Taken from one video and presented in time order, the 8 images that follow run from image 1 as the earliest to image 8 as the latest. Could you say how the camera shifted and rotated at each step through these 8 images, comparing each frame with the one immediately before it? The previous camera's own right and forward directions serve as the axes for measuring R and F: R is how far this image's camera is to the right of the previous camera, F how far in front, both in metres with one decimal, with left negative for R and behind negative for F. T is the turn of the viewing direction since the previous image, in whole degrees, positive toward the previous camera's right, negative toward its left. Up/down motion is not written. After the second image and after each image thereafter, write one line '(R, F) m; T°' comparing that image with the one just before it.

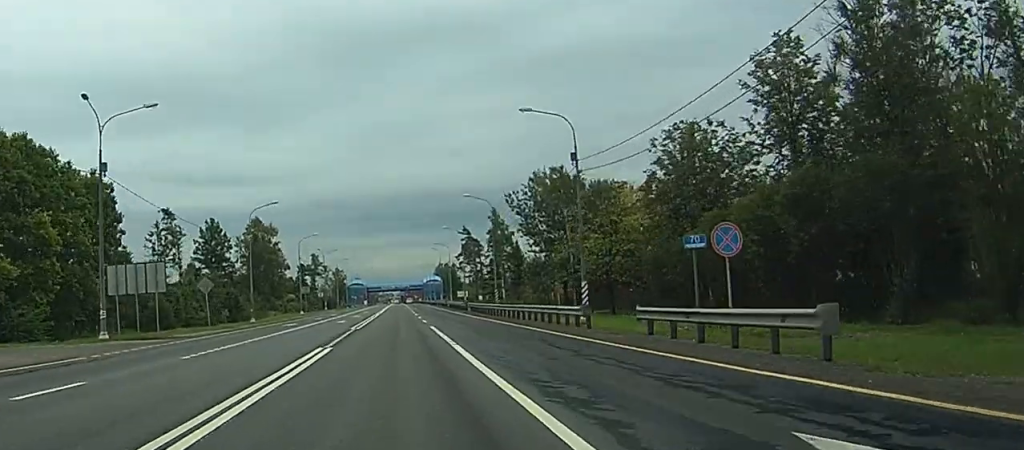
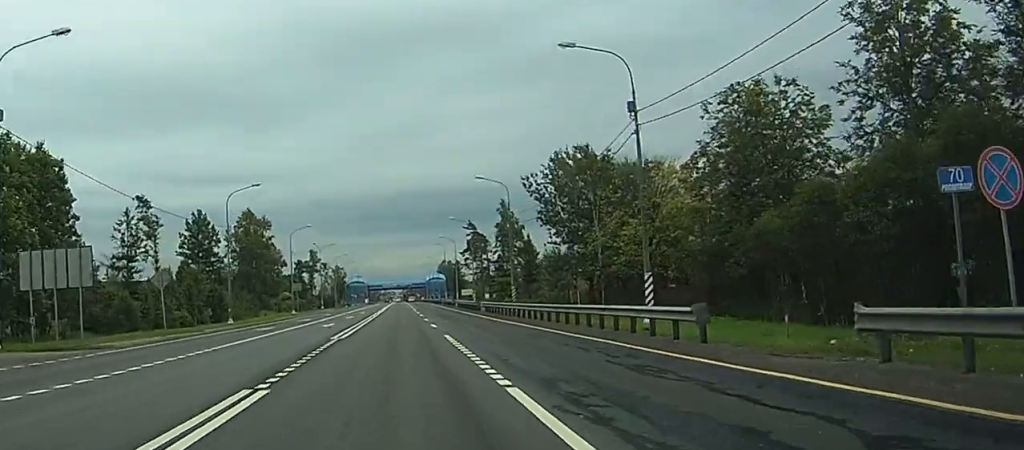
(-0.1, +11.7) m; 0°
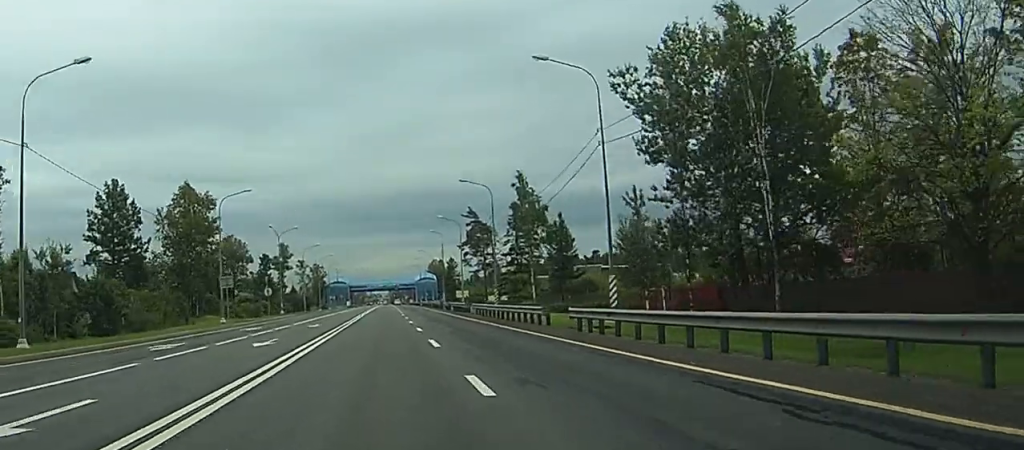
(+0.1, +38.2) m; 0°
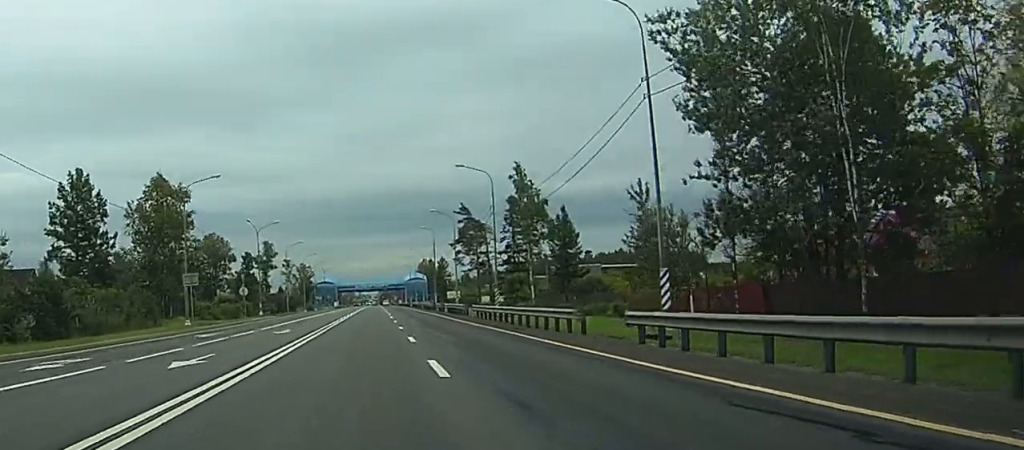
(0.0, +8.8) m; 0°
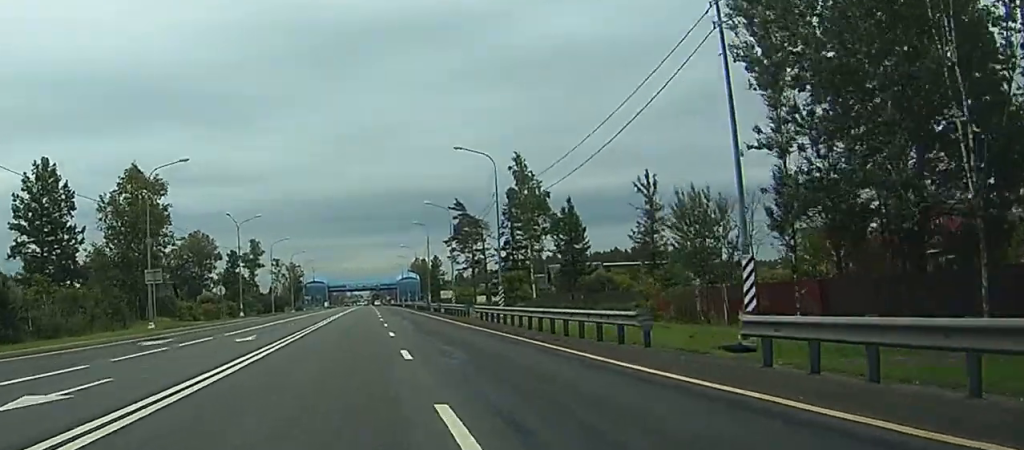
(0.0, +7.7) m; +1°
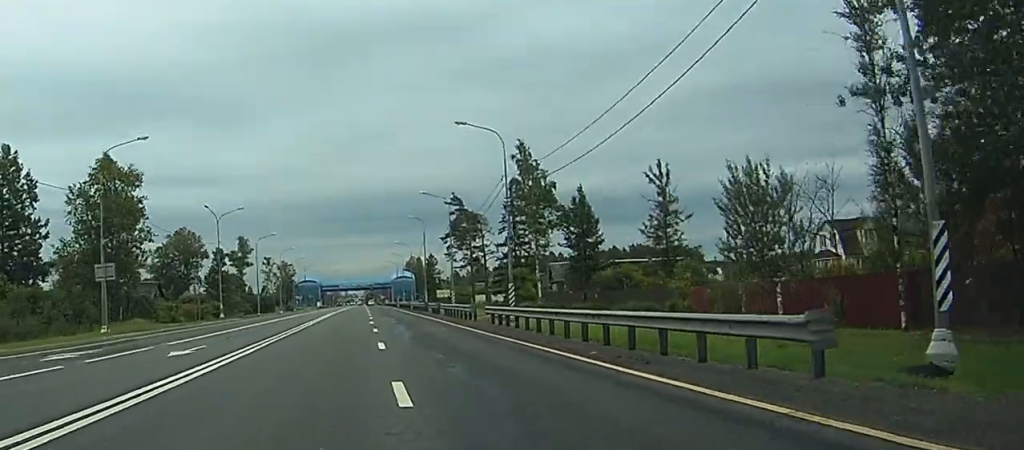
(0.0, +8.3) m; +1°
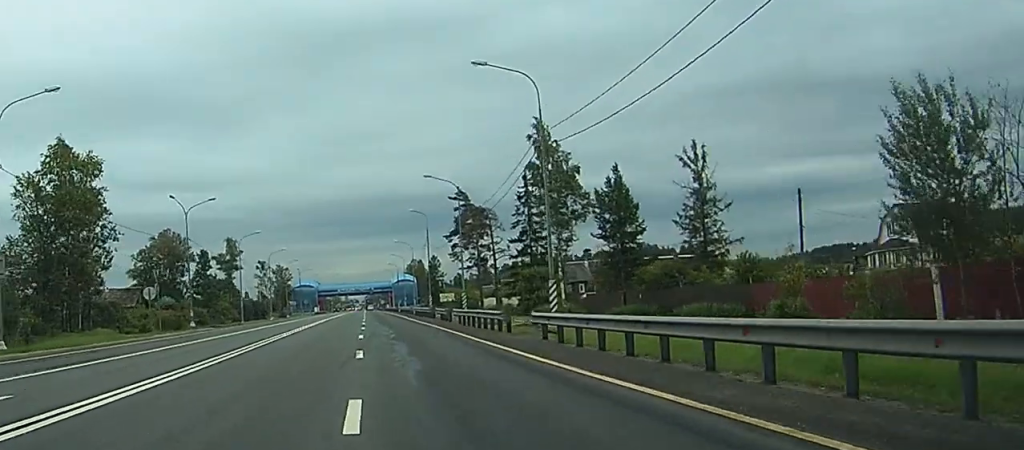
(+0.3, +13.6) m; +1°
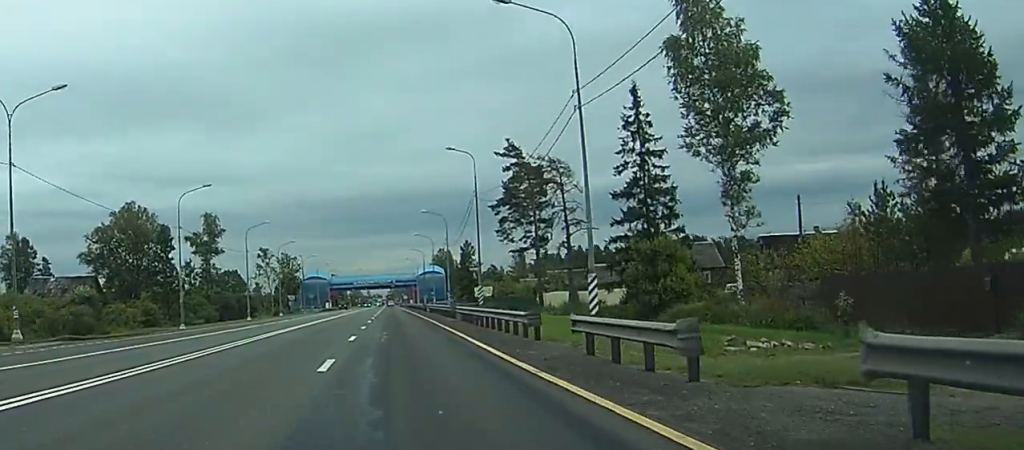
(+0.1, +40.5) m; 0°
